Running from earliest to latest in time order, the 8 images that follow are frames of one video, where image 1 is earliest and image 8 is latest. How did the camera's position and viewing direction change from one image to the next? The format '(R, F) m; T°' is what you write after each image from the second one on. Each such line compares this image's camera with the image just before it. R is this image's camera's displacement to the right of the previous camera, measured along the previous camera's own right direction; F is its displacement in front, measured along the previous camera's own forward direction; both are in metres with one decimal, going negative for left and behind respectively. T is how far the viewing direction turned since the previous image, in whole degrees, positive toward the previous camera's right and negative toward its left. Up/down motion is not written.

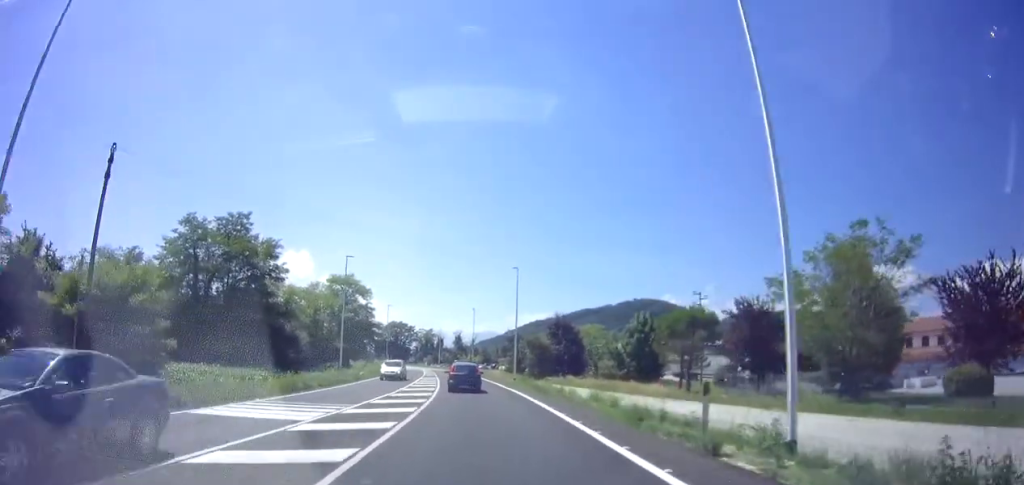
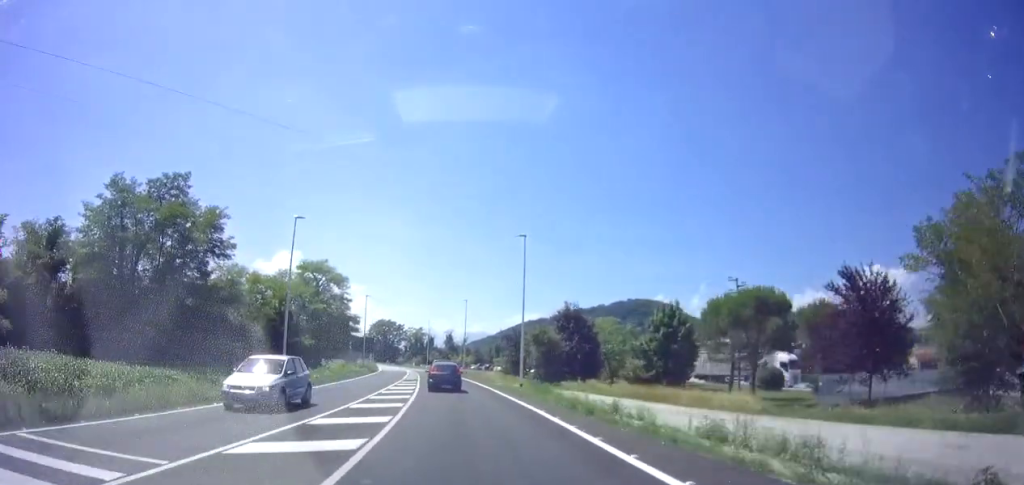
(+0.4, +10.5) m; +3°
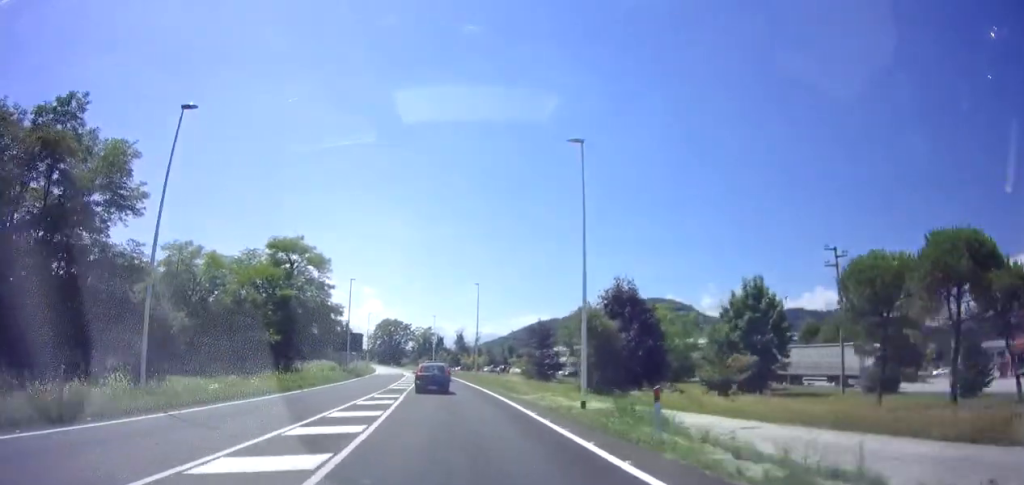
(0.0, +14.1) m; -1°
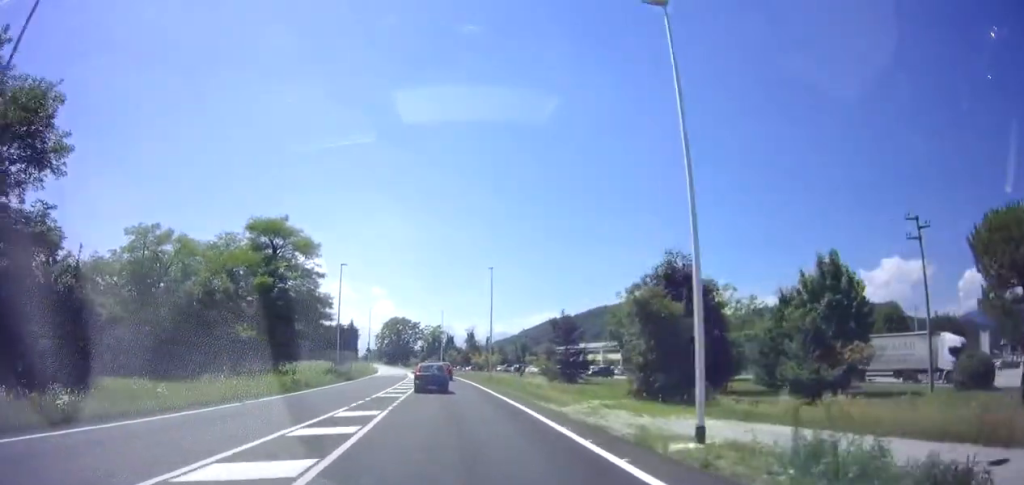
(-0.1, +7.7) m; -2°
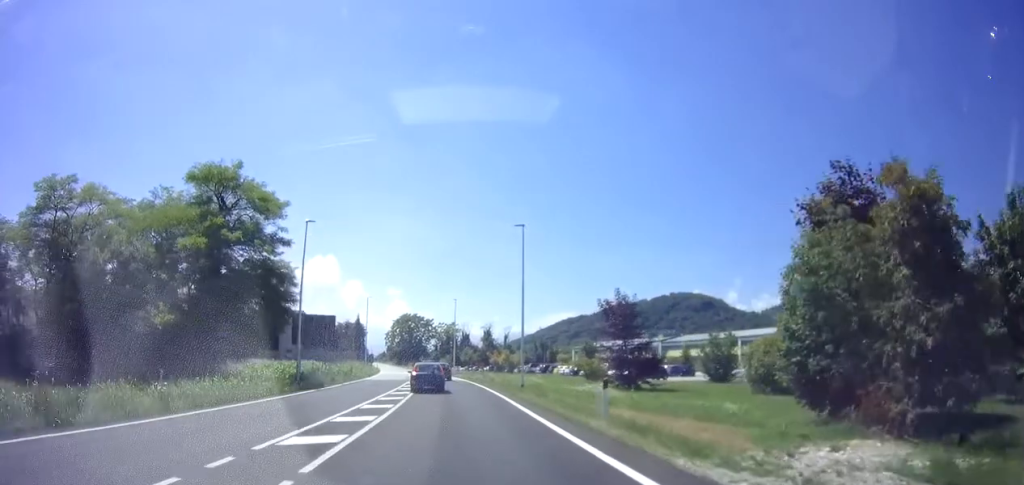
(-0.2, +13.4) m; -2°
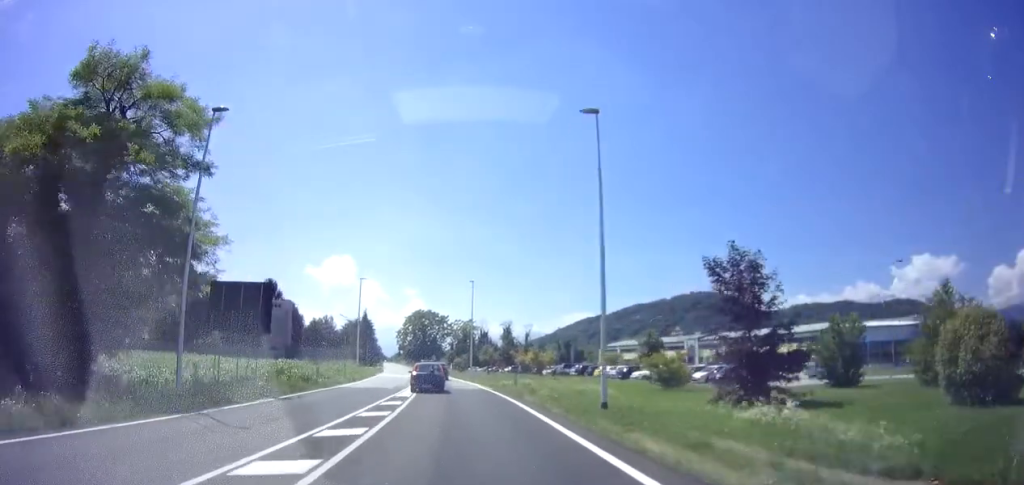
(-0.4, +14.1) m; -1°
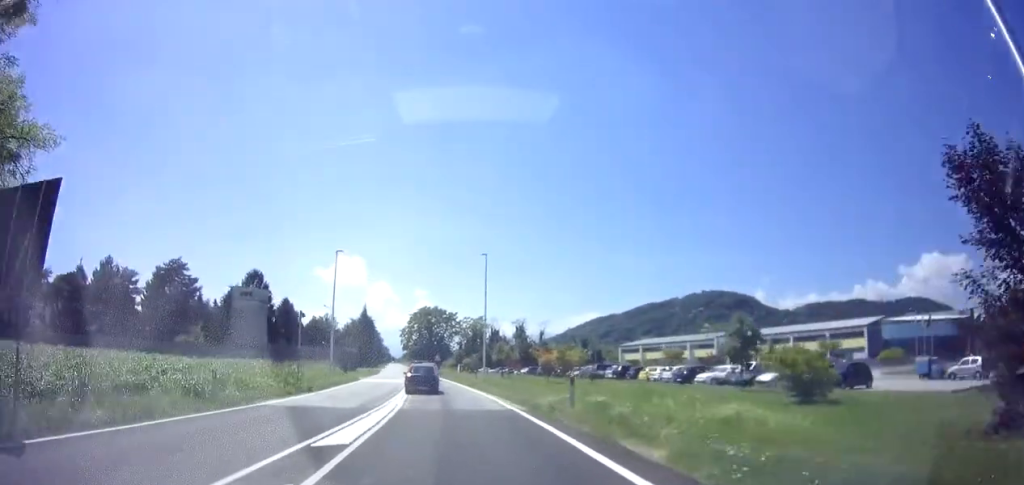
(0.0, +13.3) m; 0°
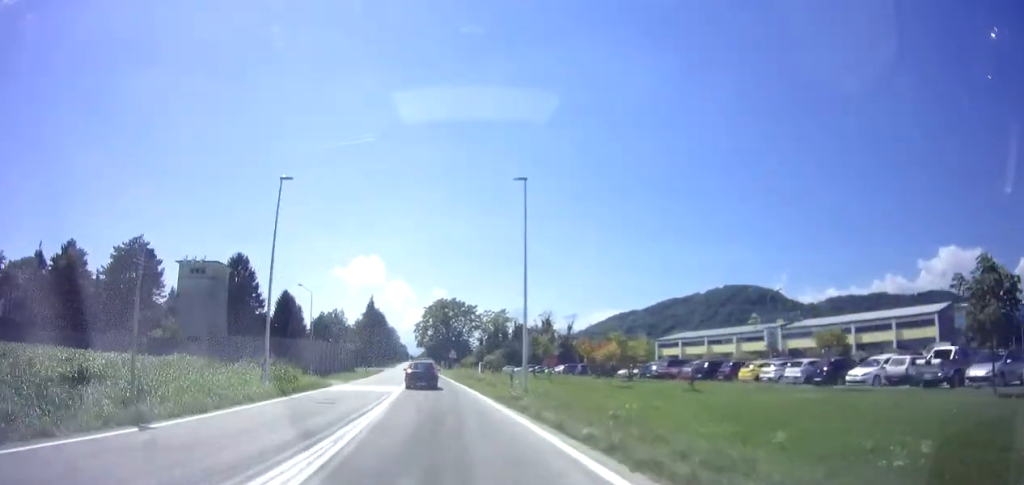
(0.0, +15.1) m; -1°
